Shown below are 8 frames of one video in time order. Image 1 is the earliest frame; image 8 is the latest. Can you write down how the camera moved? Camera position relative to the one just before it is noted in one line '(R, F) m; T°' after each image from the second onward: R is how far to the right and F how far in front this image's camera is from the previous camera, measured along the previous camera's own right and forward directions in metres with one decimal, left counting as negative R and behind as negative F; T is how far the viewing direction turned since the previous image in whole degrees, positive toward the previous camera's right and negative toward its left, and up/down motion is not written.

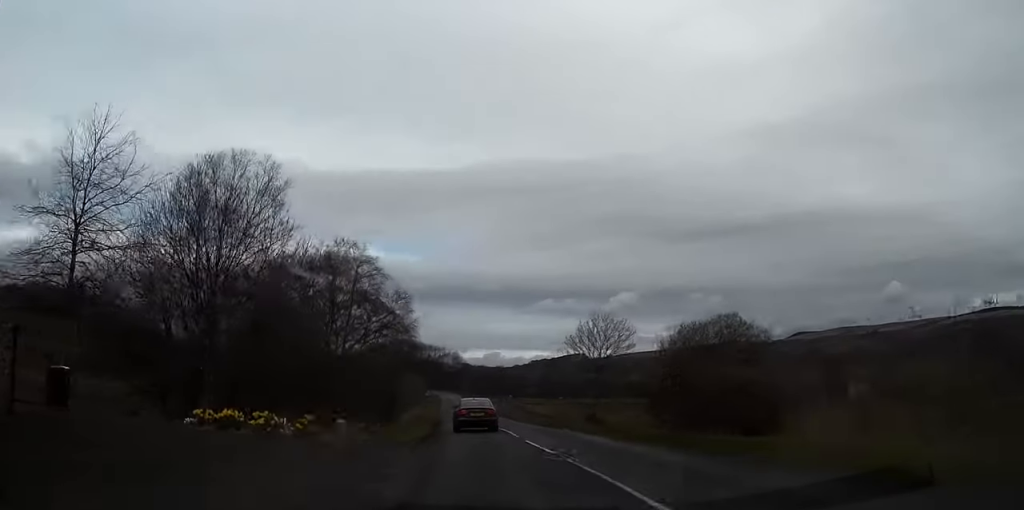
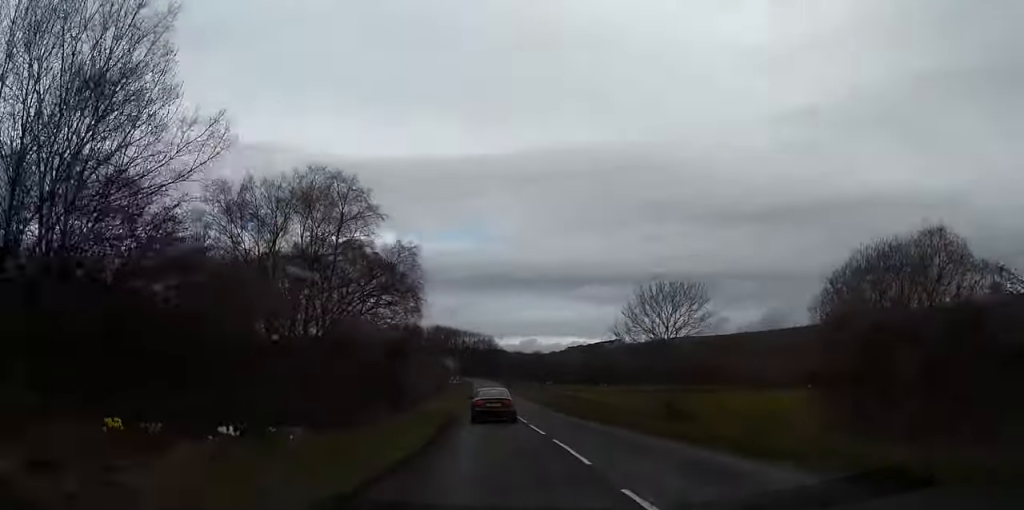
(-0.3, +13.2) m; -2°
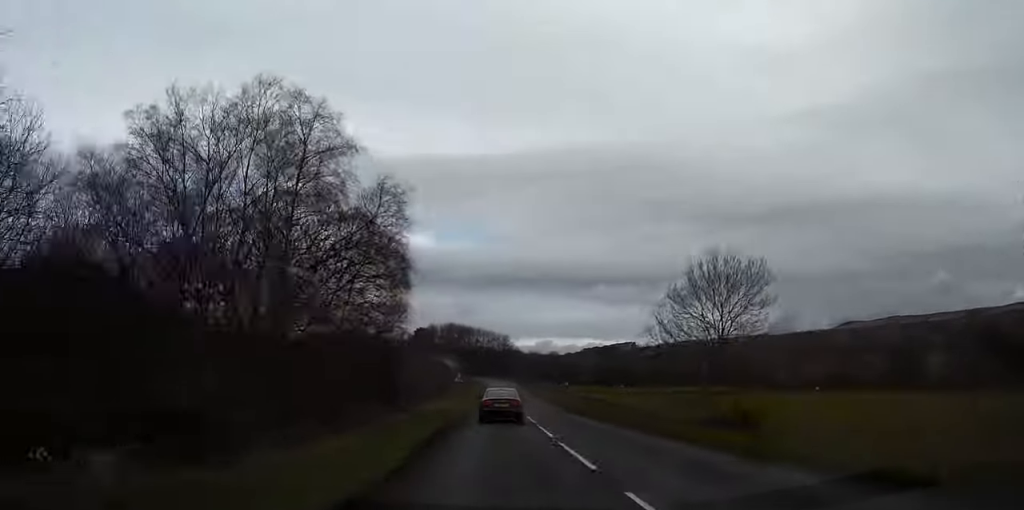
(-0.2, +9.2) m; -1°
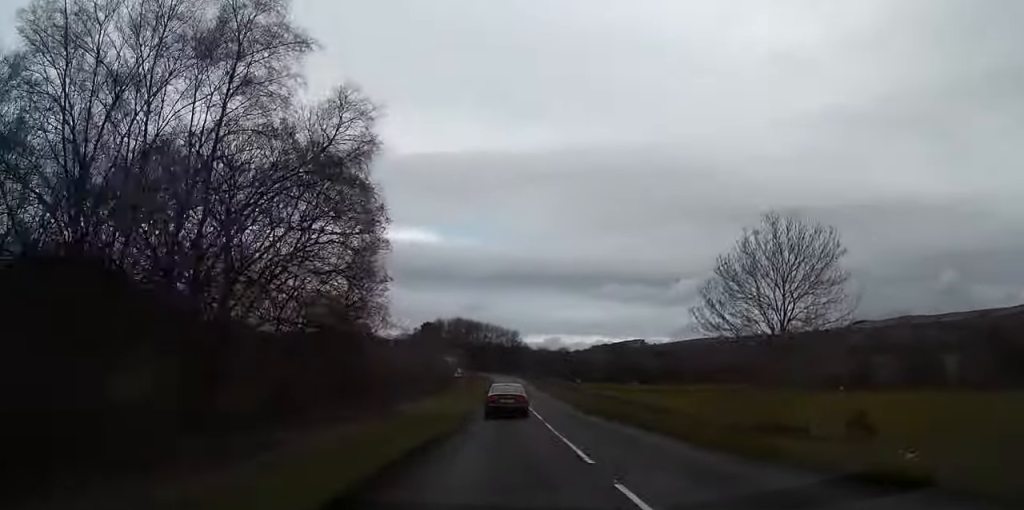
(-0.1, +7.9) m; -1°
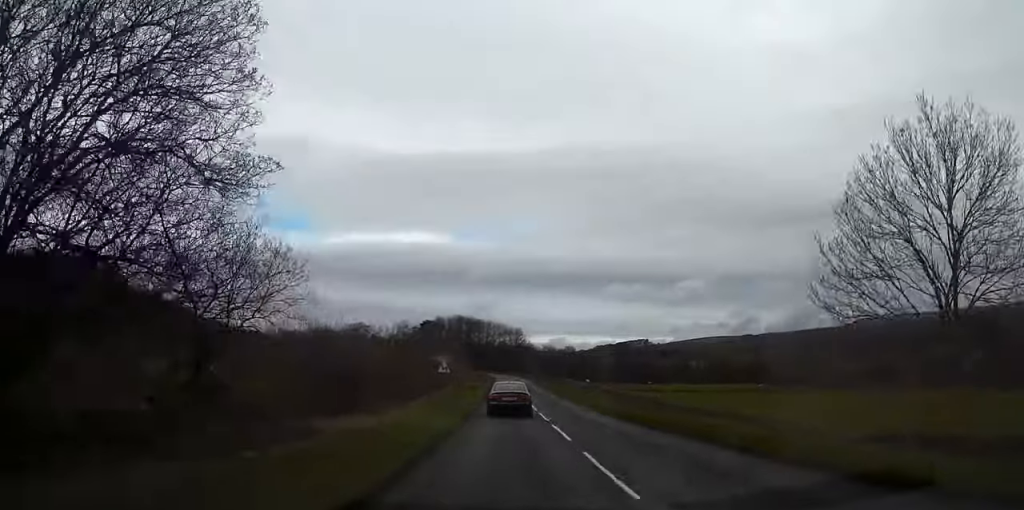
(-0.1, +13.0) m; 0°
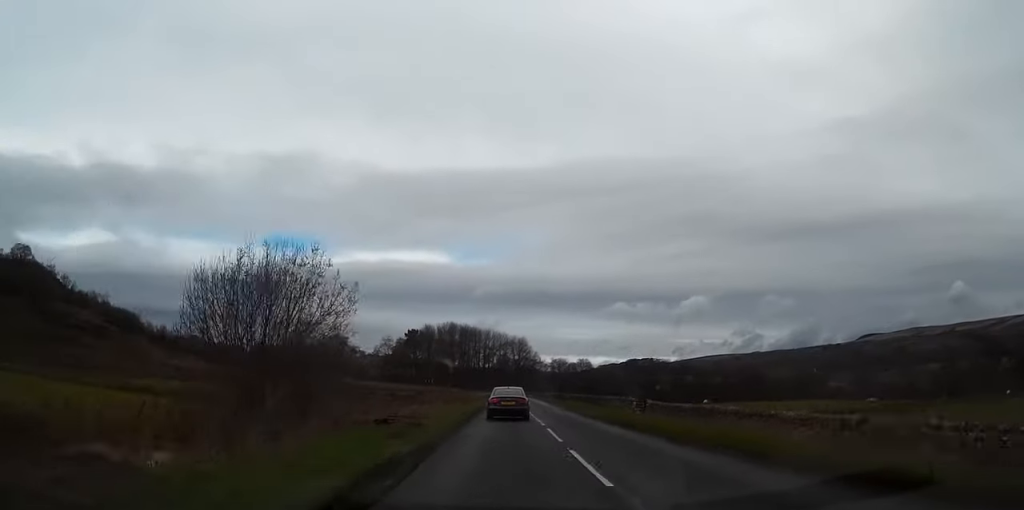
(-0.5, +43.1) m; -1°
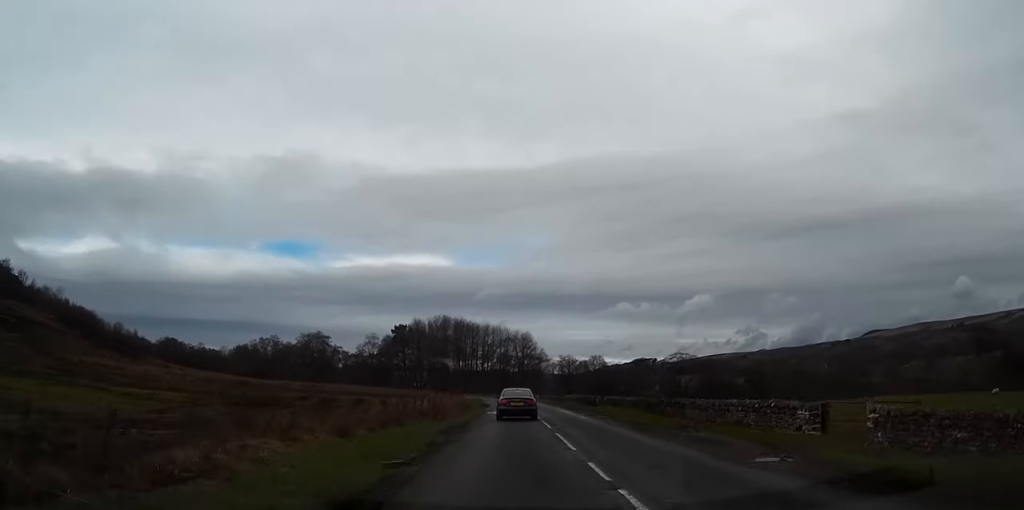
(+0.1, +29.0) m; 0°
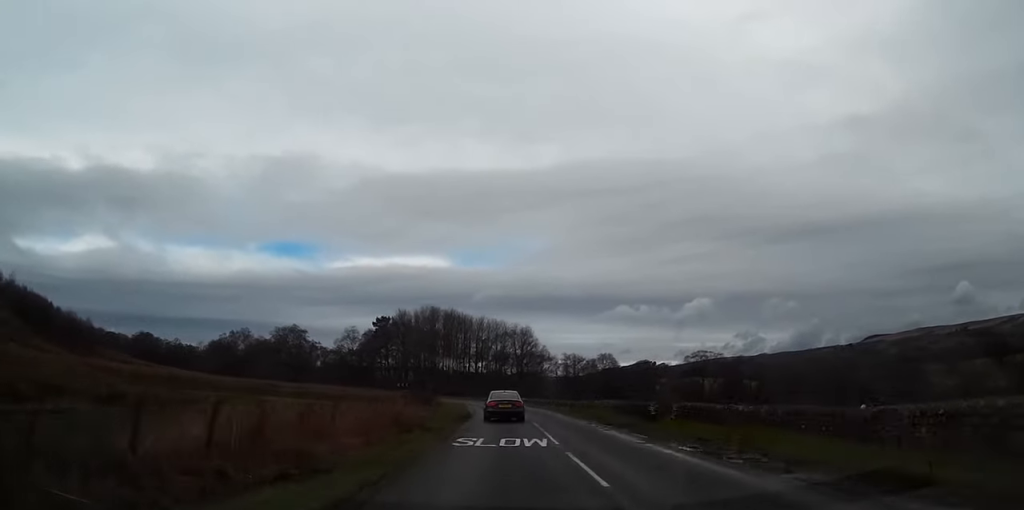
(0.0, +24.4) m; 0°
